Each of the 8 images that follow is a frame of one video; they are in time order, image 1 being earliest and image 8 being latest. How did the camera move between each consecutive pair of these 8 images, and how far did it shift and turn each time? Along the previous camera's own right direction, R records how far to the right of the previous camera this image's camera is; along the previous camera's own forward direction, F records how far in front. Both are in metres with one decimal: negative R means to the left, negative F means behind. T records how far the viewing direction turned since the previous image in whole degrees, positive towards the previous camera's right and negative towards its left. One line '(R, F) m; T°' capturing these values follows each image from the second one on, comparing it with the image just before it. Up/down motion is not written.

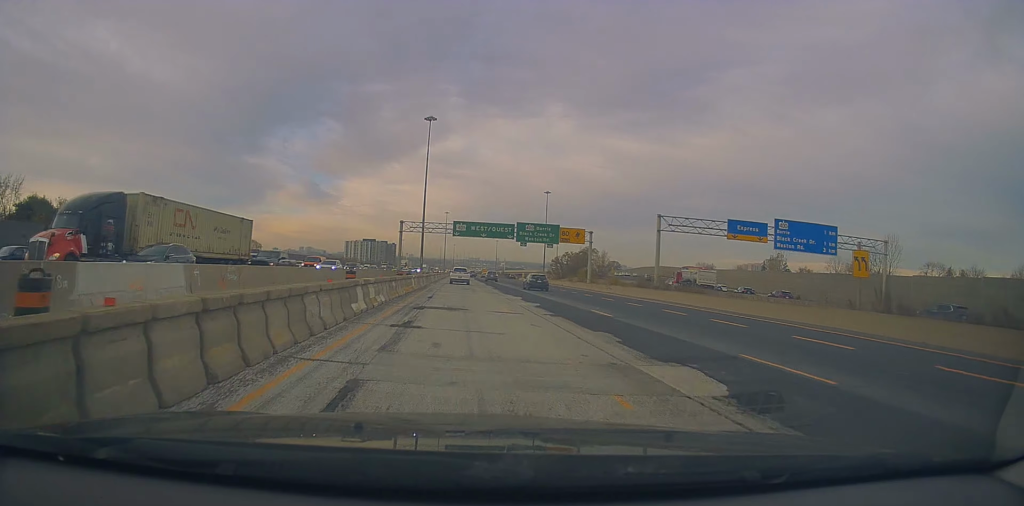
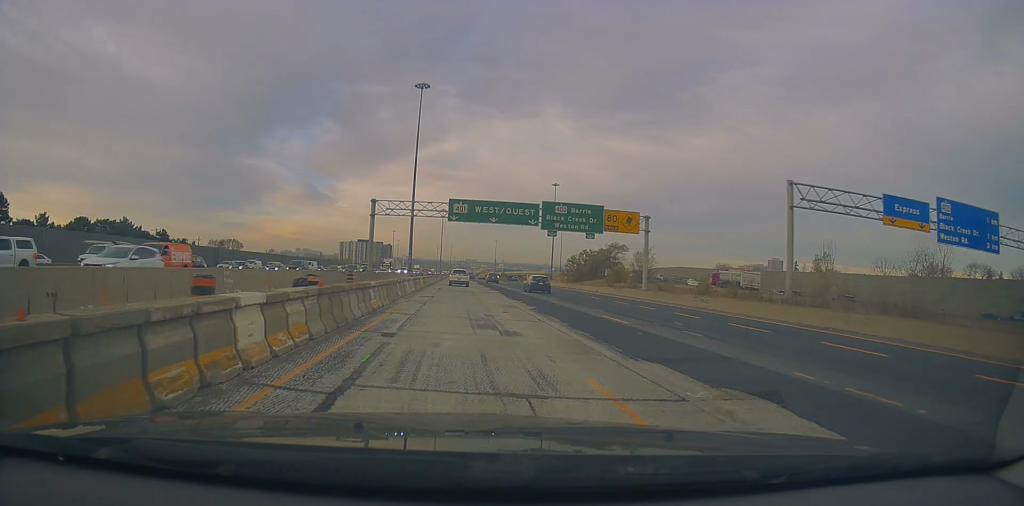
(+0.3, +24.8) m; +1°
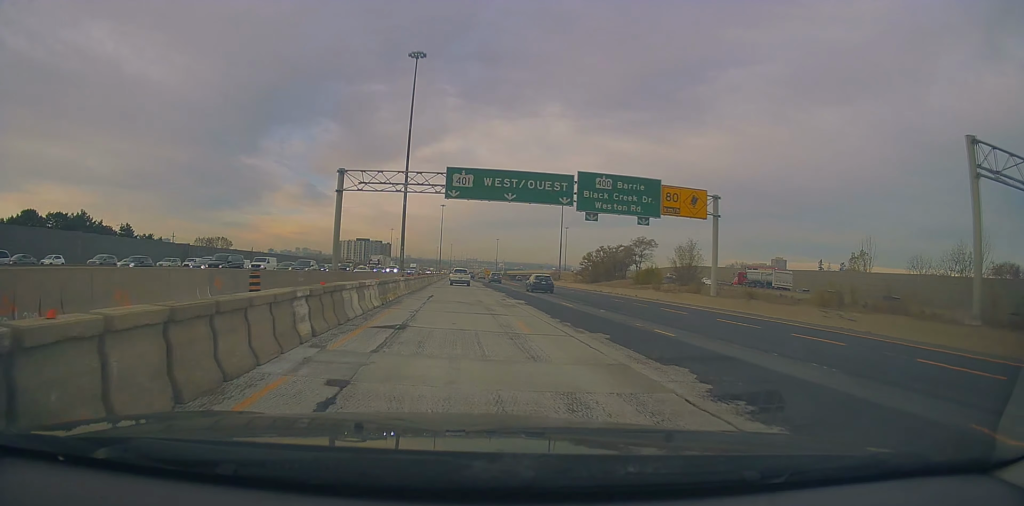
(+0.1, +15.5) m; +1°
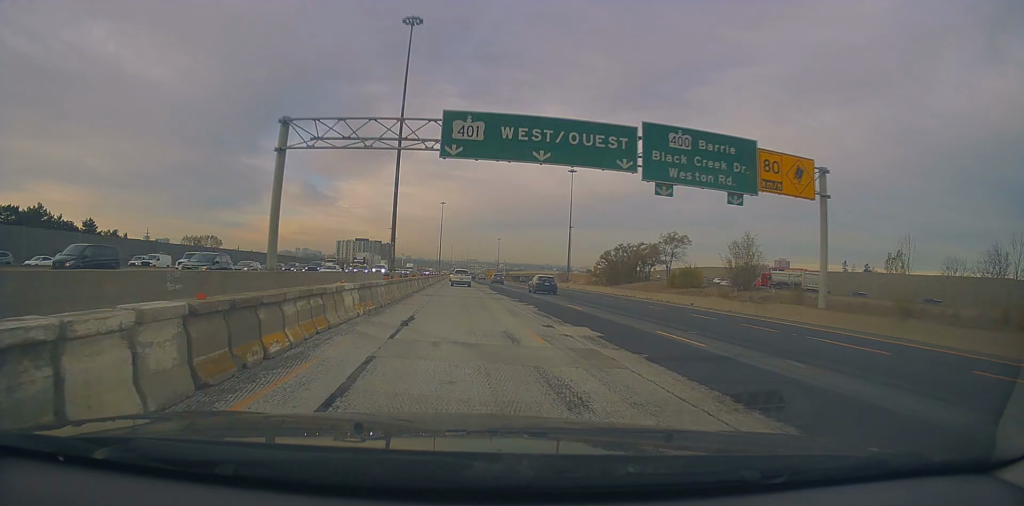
(+0.3, +14.5) m; 0°
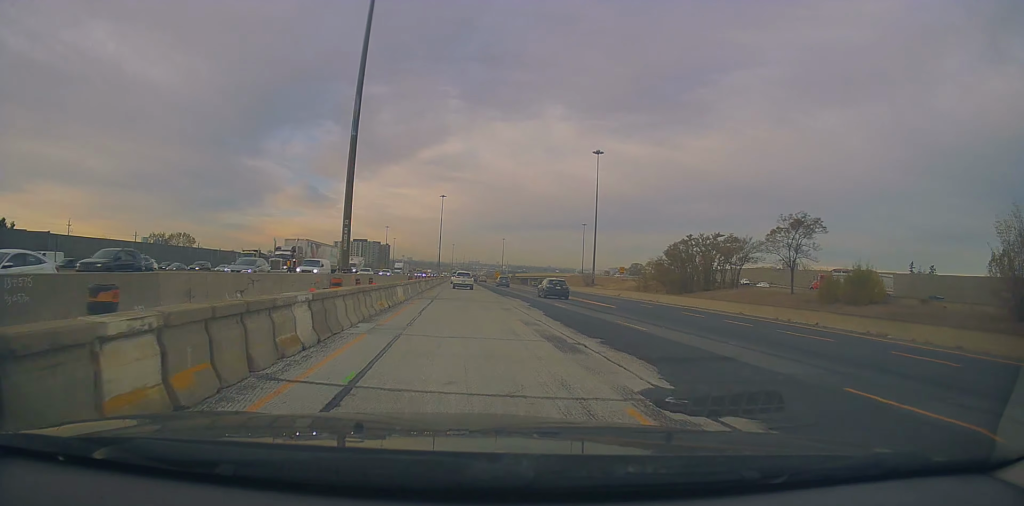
(-0.1, +31.5) m; 0°
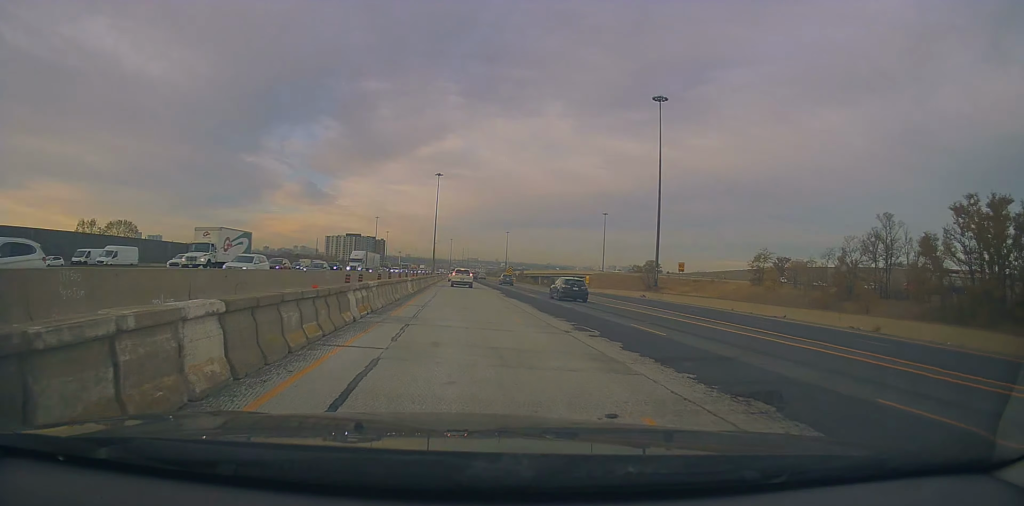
(+0.3, +47.1) m; 0°
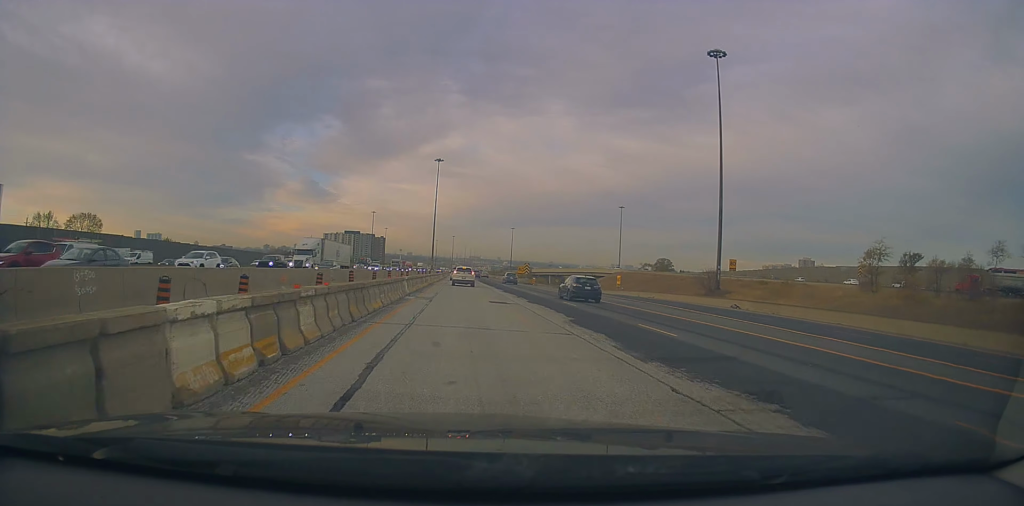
(-0.3, +24.5) m; 0°
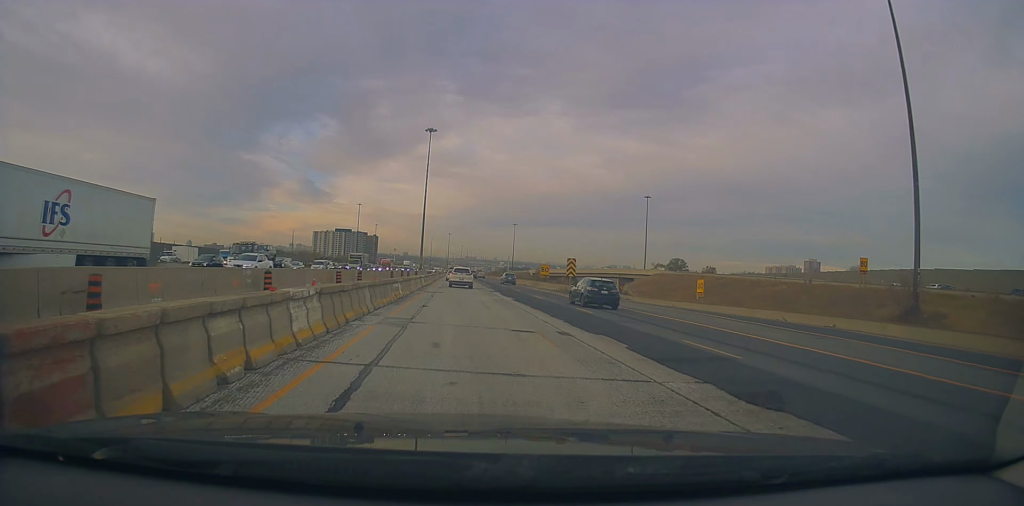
(+0.4, +40.8) m; 0°
